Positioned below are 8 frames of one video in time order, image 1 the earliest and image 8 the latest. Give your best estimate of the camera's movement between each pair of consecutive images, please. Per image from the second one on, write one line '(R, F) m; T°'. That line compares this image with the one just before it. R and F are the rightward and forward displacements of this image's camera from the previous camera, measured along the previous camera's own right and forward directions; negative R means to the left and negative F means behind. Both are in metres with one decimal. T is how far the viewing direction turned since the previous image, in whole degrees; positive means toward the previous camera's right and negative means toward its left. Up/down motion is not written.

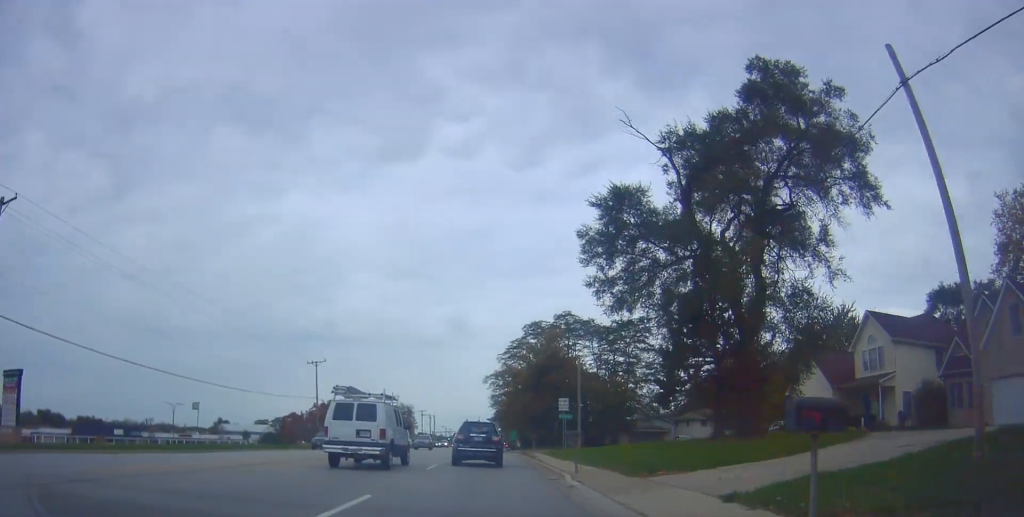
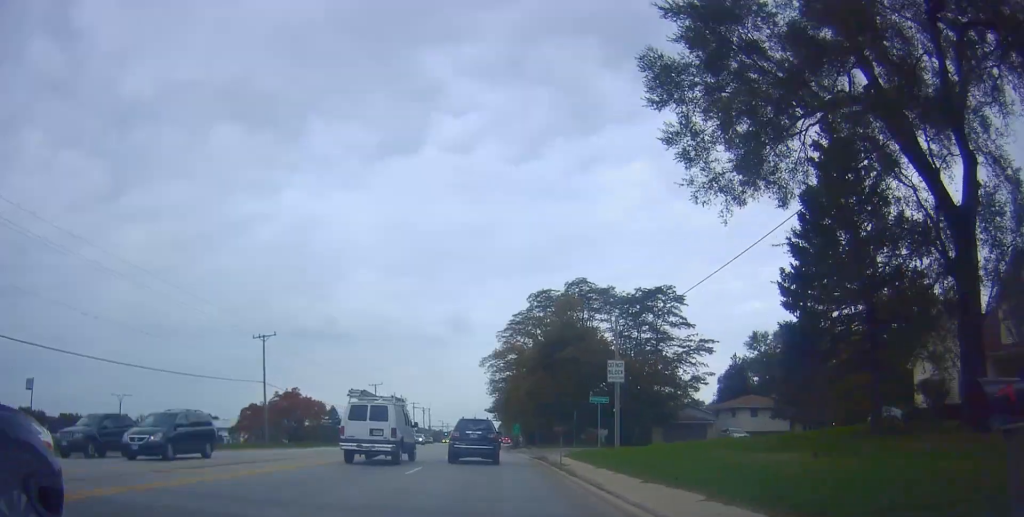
(+0.1, +16.7) m; -2°
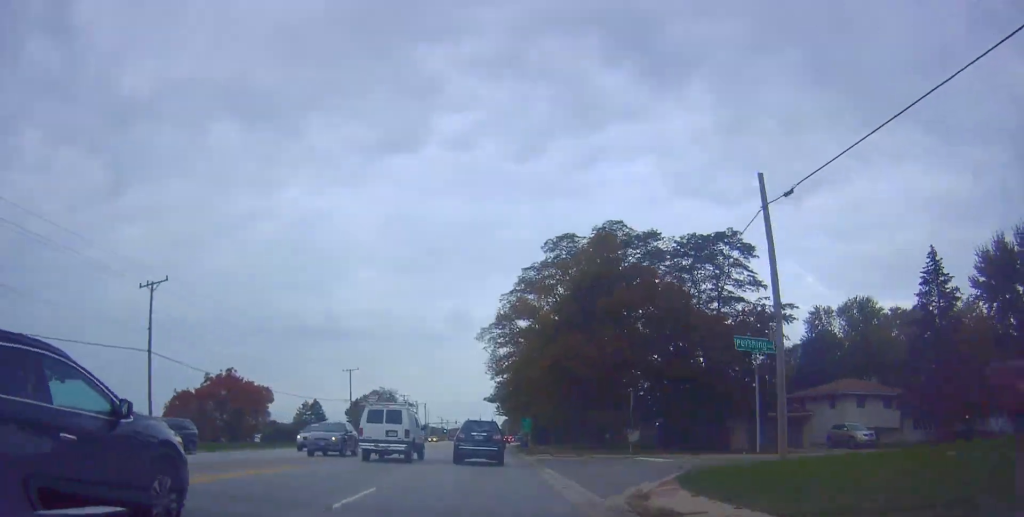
(-0.7, +20.2) m; -2°
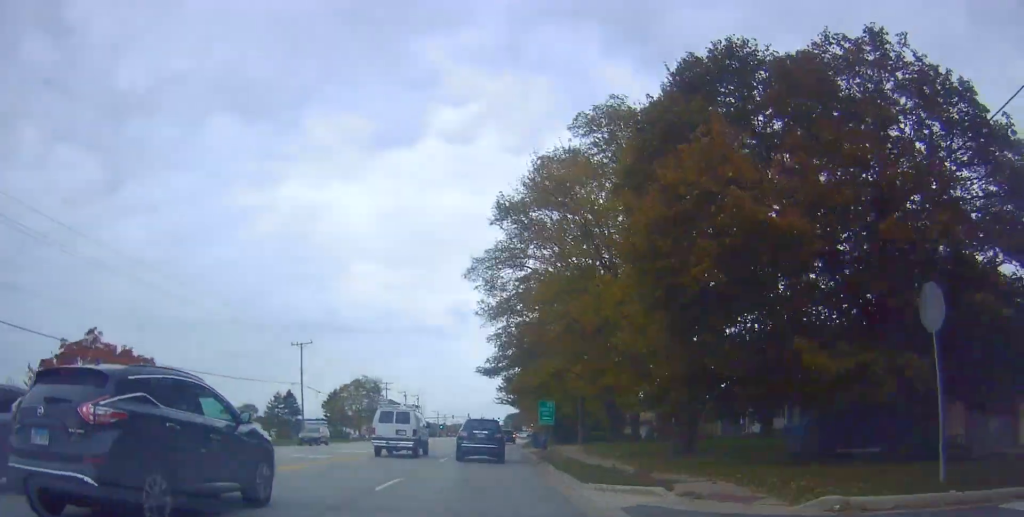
(+0.5, +22.0) m; +2°
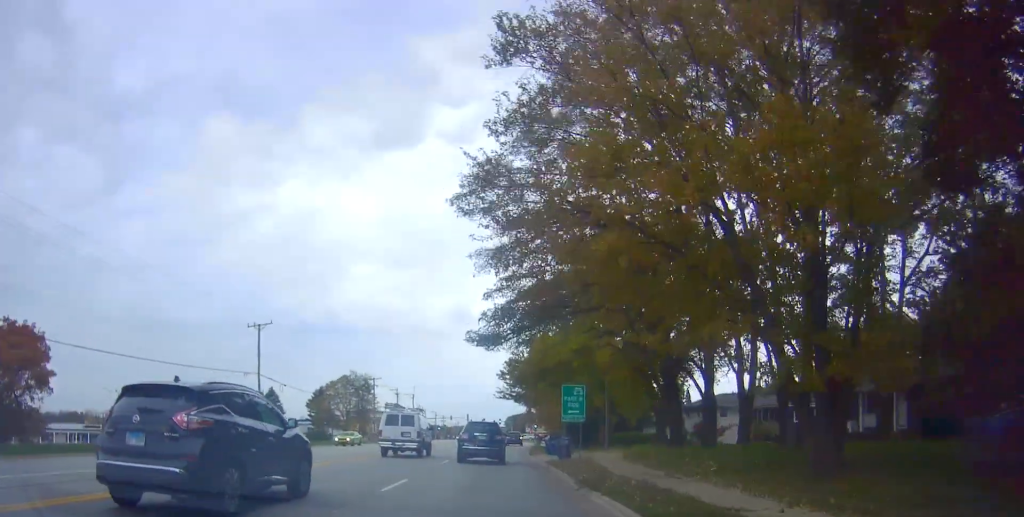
(0.0, +12.0) m; 0°
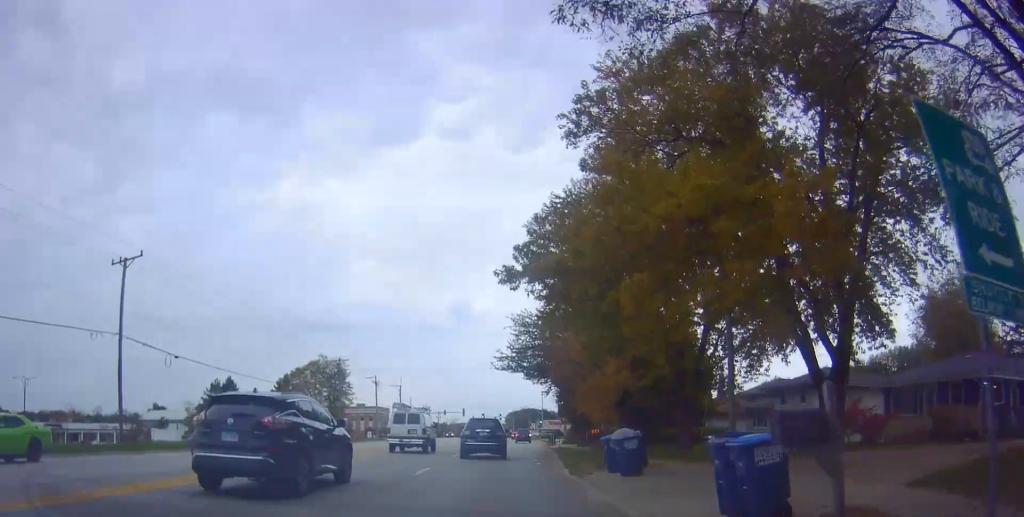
(+0.1, +20.7) m; 0°
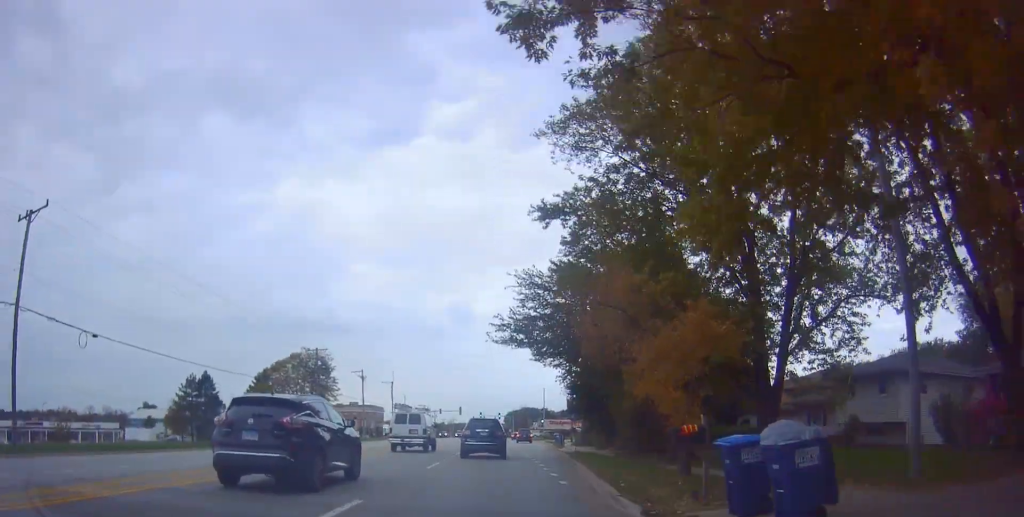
(0.0, +8.8) m; 0°
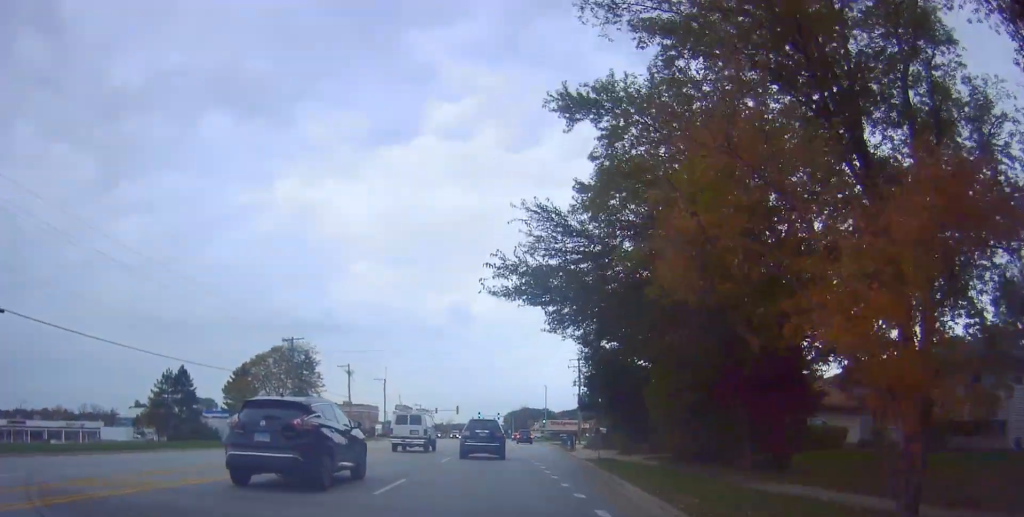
(-0.3, +7.5) m; 0°
